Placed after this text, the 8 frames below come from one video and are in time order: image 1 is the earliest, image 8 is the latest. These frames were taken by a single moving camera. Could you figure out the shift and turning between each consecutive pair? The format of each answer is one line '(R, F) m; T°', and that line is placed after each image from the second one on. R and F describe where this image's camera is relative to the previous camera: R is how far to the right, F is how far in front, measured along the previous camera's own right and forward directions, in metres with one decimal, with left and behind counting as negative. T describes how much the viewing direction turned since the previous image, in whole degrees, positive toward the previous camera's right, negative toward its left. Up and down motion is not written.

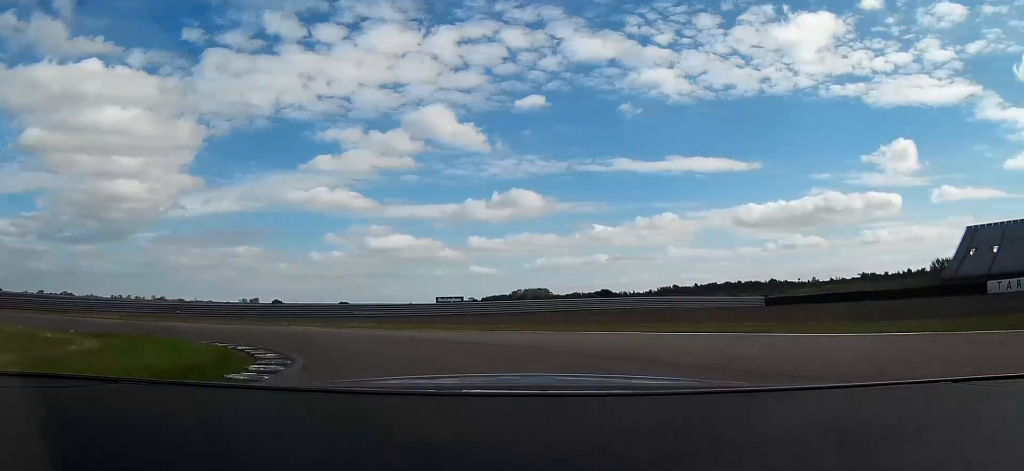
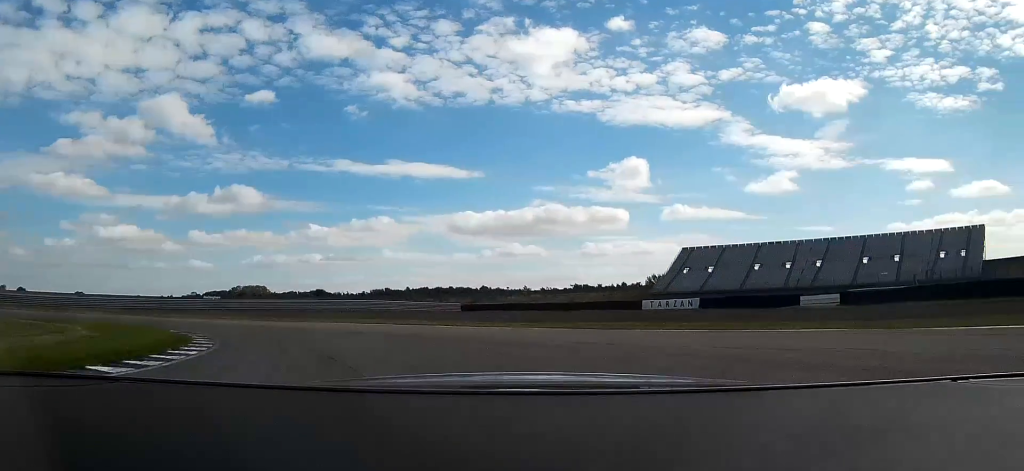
(+3.3, +14.1) m; +25°
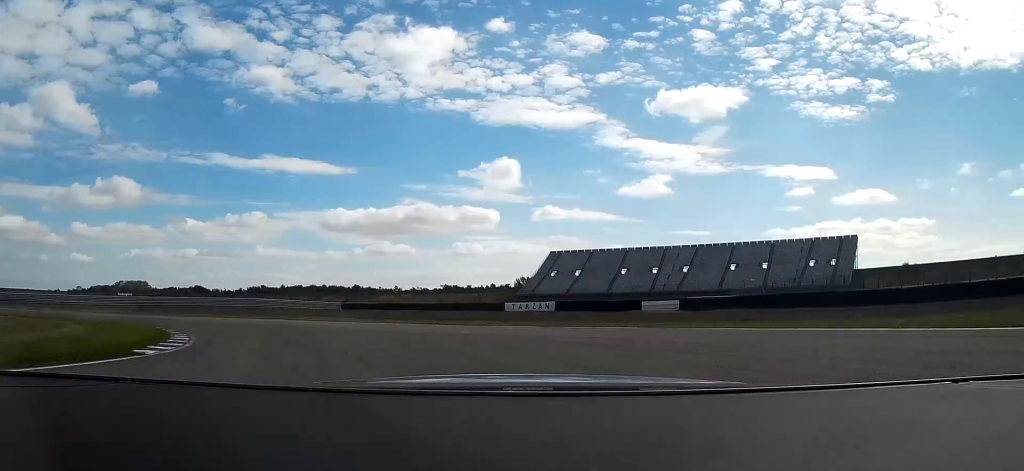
(+0.8, +7.8) m; +10°
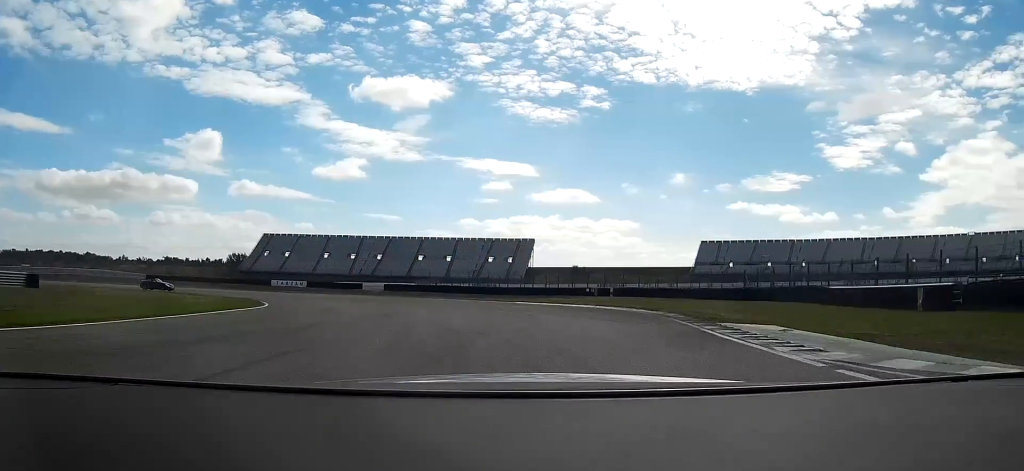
(+11.3, +38.7) m; +24°
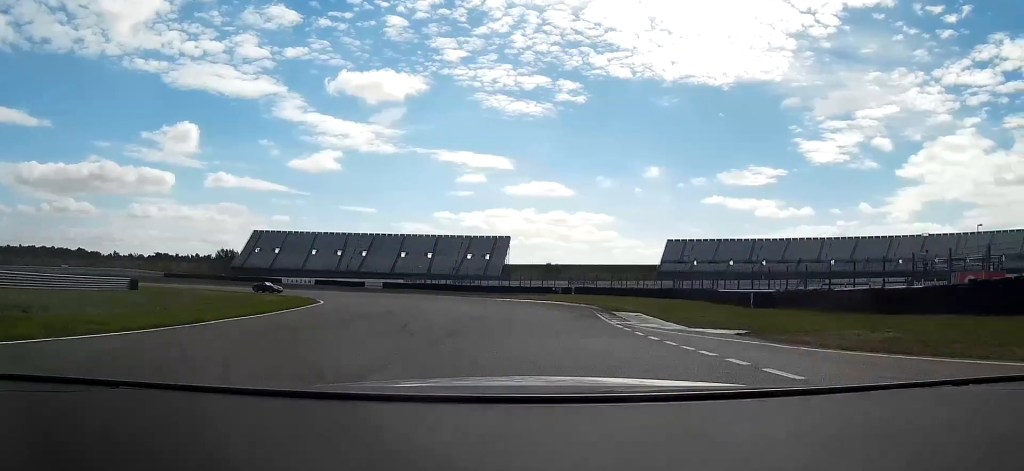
(+0.6, +17.0) m; +2°
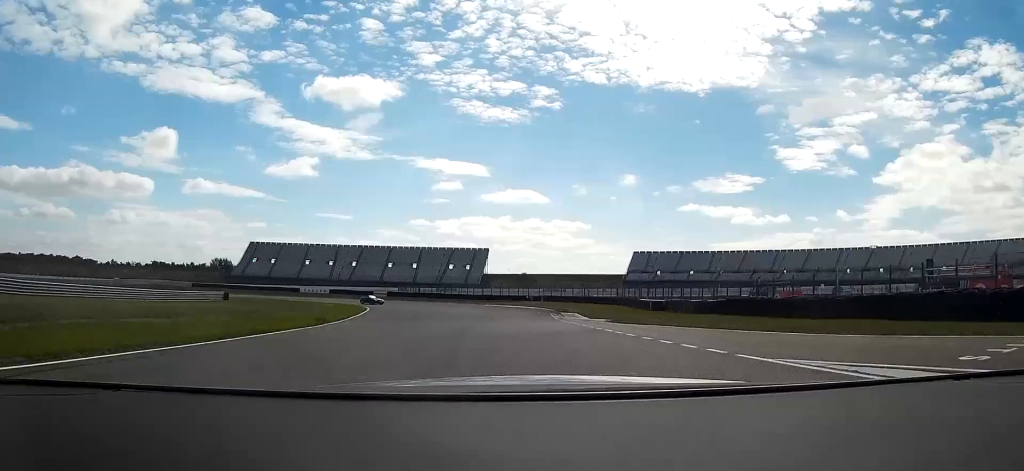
(+0.3, +25.0) m; 0°
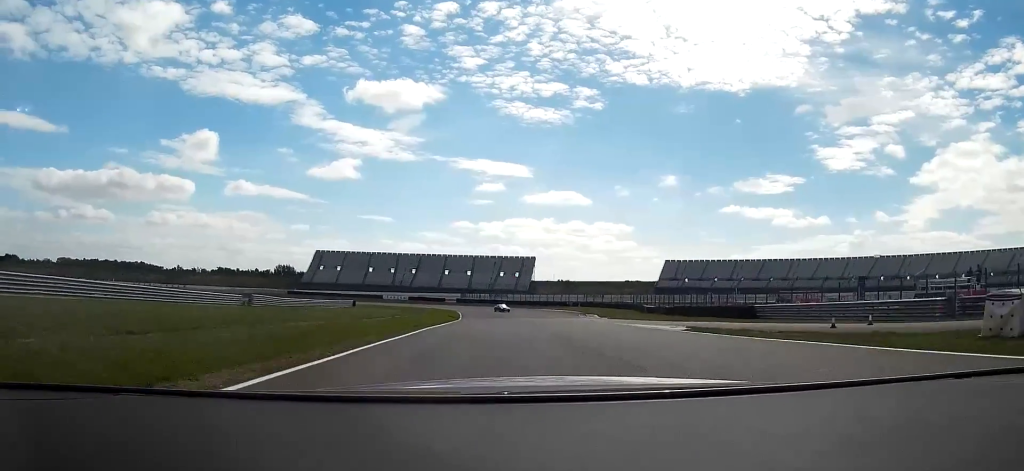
(-0.2, +34.4) m; -2°
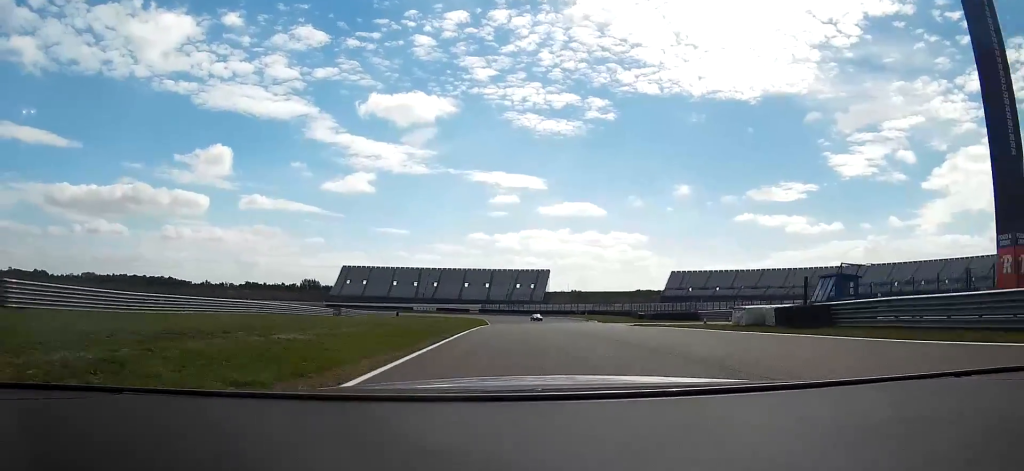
(-0.4, +22.2) m; -1°
